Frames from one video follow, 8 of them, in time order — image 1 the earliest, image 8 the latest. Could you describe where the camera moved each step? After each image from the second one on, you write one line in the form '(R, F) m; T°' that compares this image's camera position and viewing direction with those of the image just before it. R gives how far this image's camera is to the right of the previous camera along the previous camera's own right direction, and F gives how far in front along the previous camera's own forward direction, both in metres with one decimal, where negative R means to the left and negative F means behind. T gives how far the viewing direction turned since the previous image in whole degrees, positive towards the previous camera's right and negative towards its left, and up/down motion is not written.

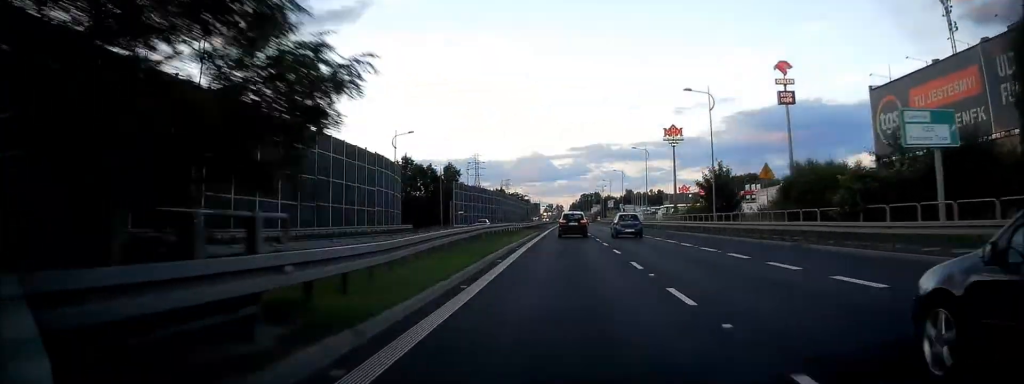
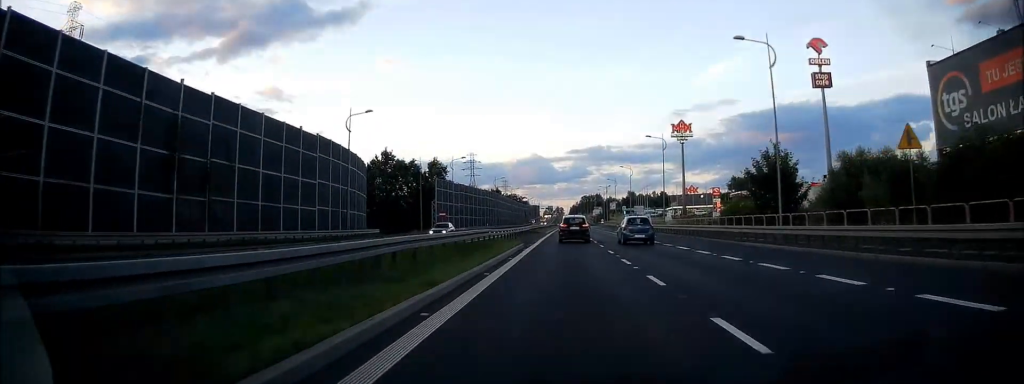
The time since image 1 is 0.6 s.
(0.0, +13.9) m; 0°
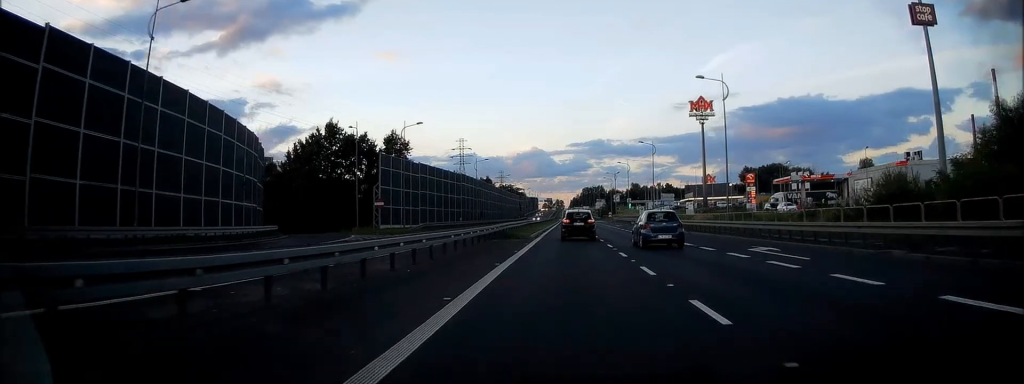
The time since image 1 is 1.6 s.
(0.0, +23.4) m; 0°
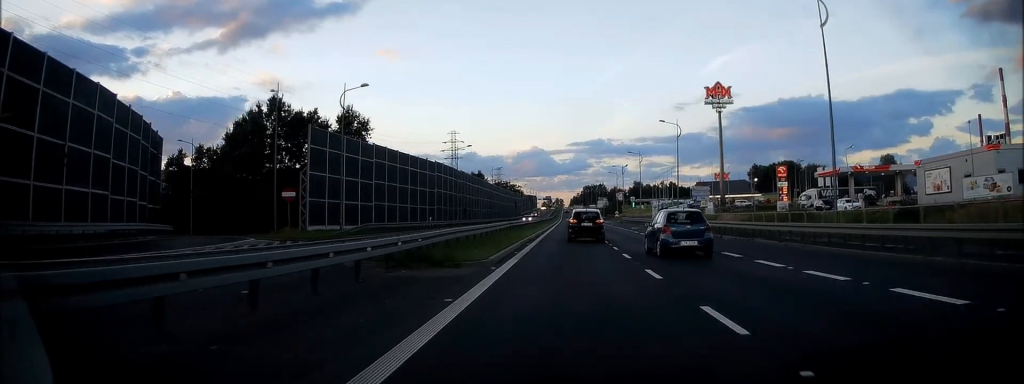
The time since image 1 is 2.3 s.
(0.0, +13.5) m; 0°
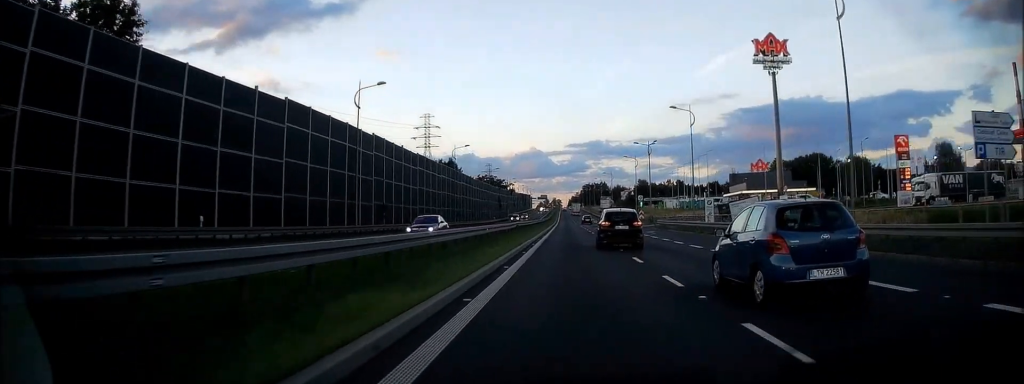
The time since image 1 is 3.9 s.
(-0.1, +31.1) m; 0°
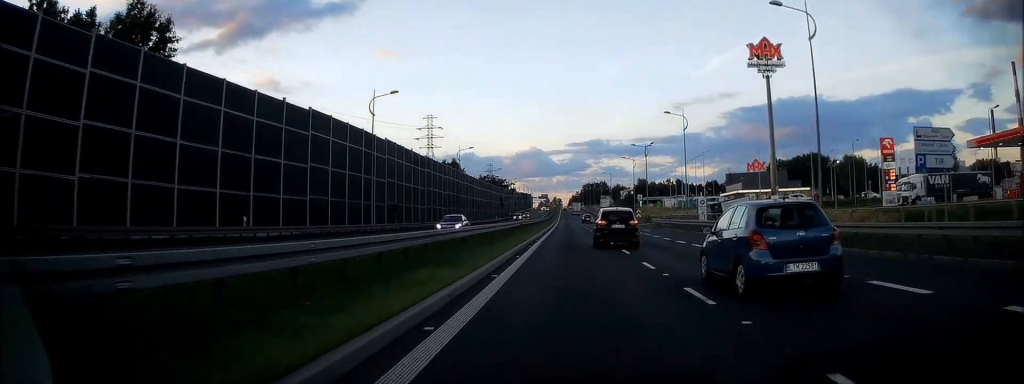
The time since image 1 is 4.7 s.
(0.0, +18.9) m; 0°
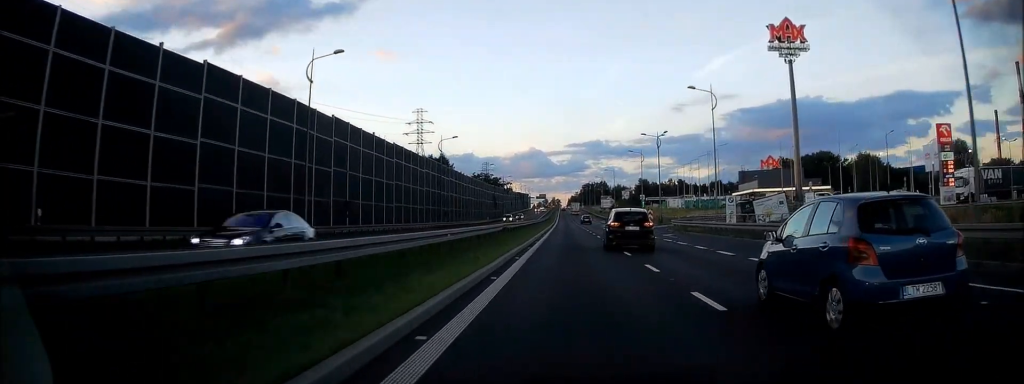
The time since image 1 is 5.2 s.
(+0.1, +11.6) m; 0°
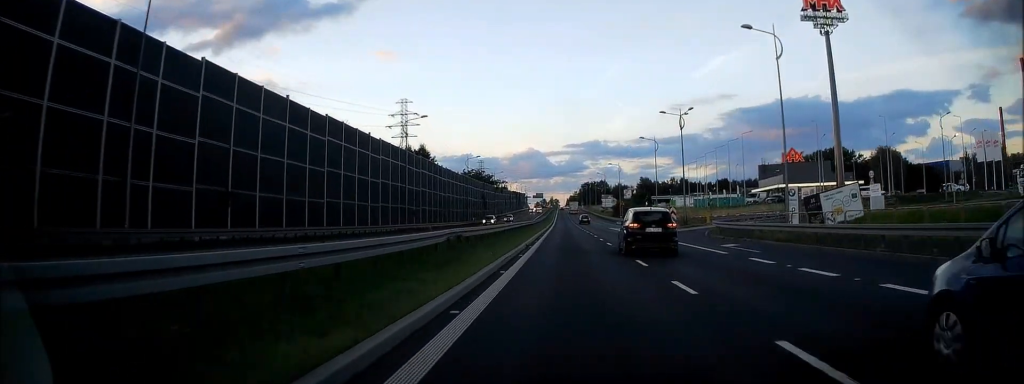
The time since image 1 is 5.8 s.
(0.0, +15.4) m; 0°
